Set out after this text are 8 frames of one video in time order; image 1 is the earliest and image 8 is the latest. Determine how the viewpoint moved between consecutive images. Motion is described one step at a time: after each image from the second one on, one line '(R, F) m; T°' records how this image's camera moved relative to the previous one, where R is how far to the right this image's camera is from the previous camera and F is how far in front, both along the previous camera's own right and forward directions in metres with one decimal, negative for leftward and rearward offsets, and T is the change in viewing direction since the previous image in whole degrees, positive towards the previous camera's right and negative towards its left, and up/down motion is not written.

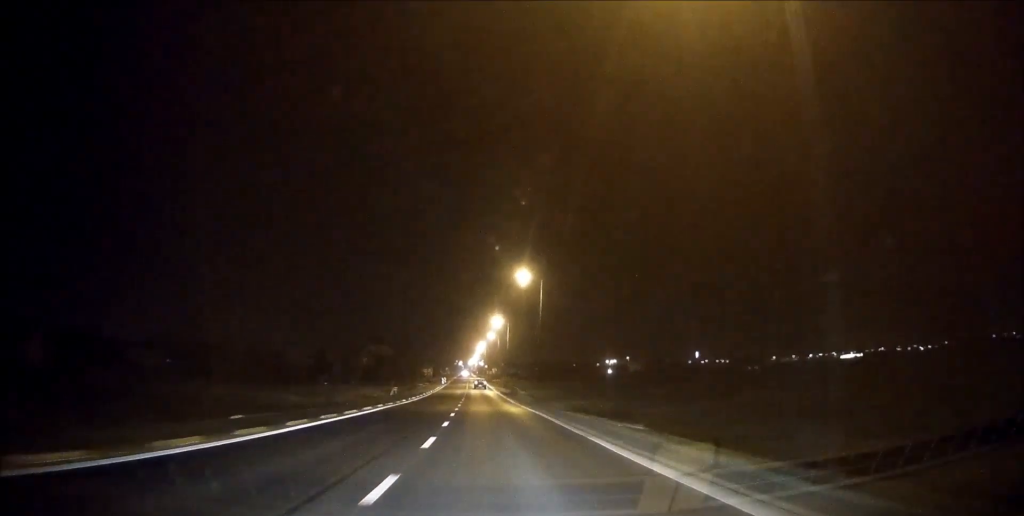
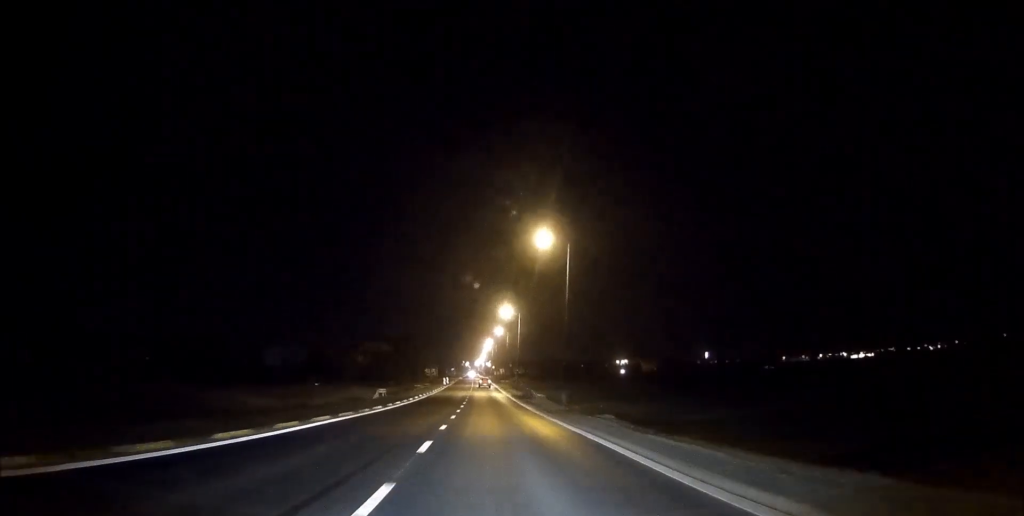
(-0.1, +13.2) m; -1°
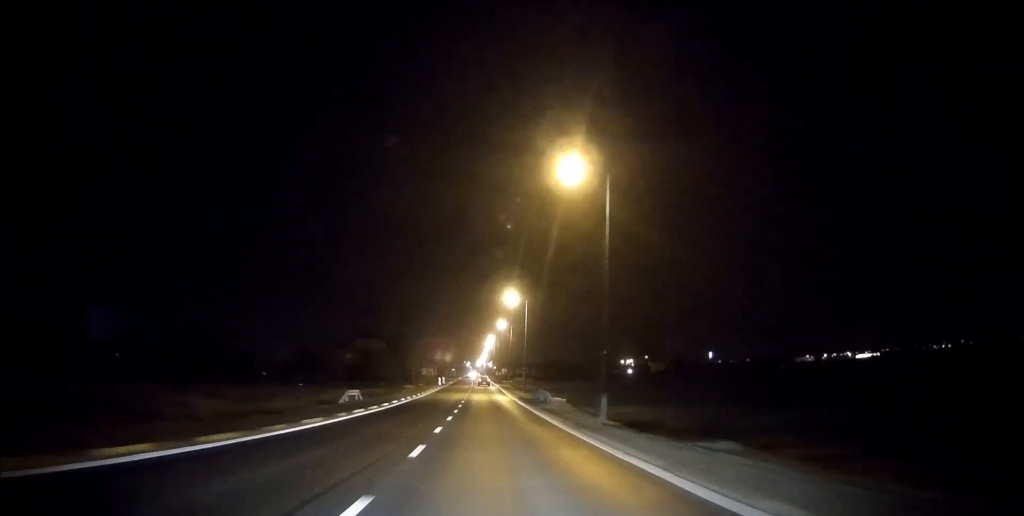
(-0.1, +12.6) m; 0°
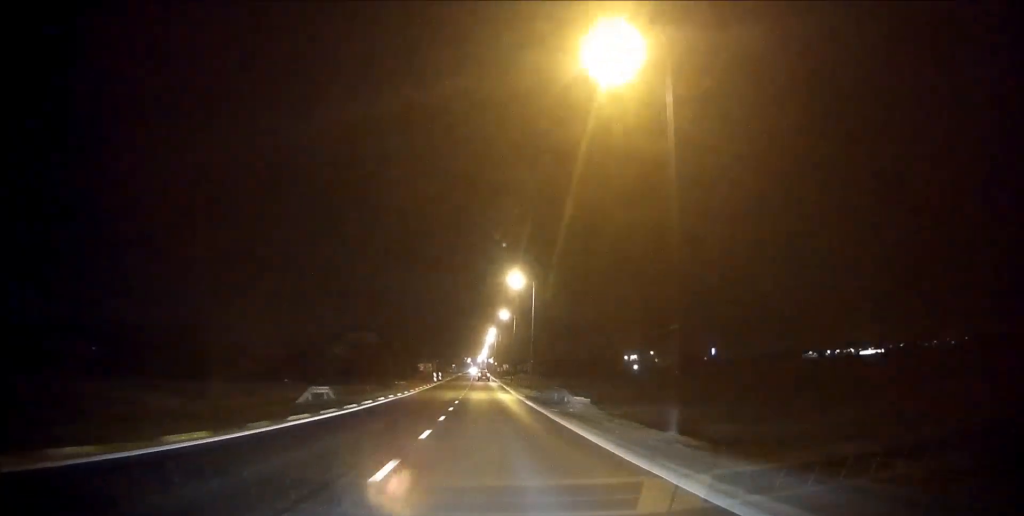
(0.0, +8.6) m; 0°
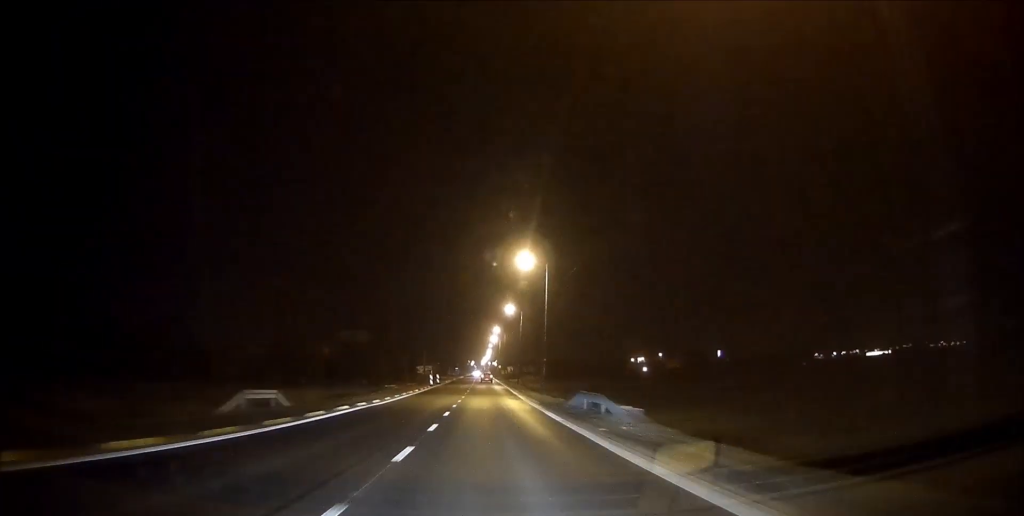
(0.0, +9.9) m; 0°
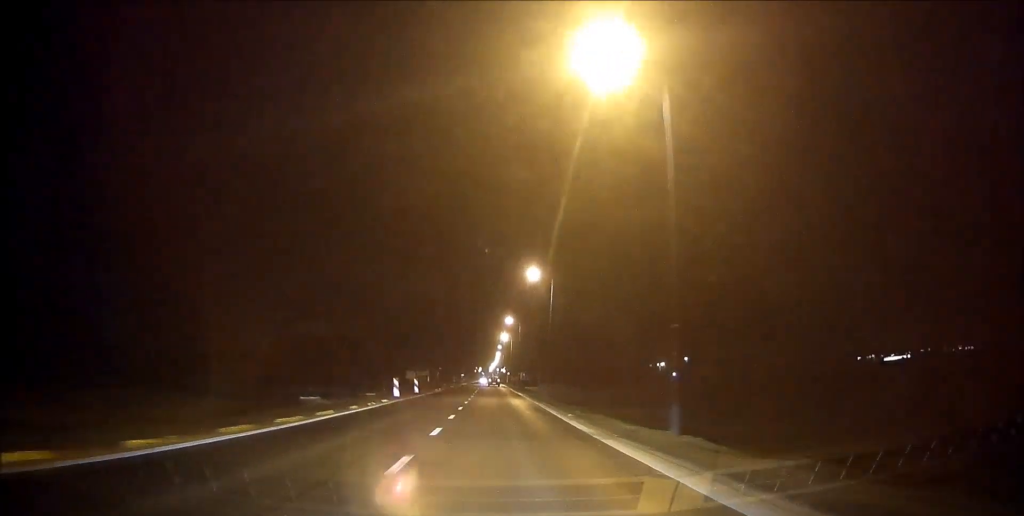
(-0.1, +31.1) m; 0°
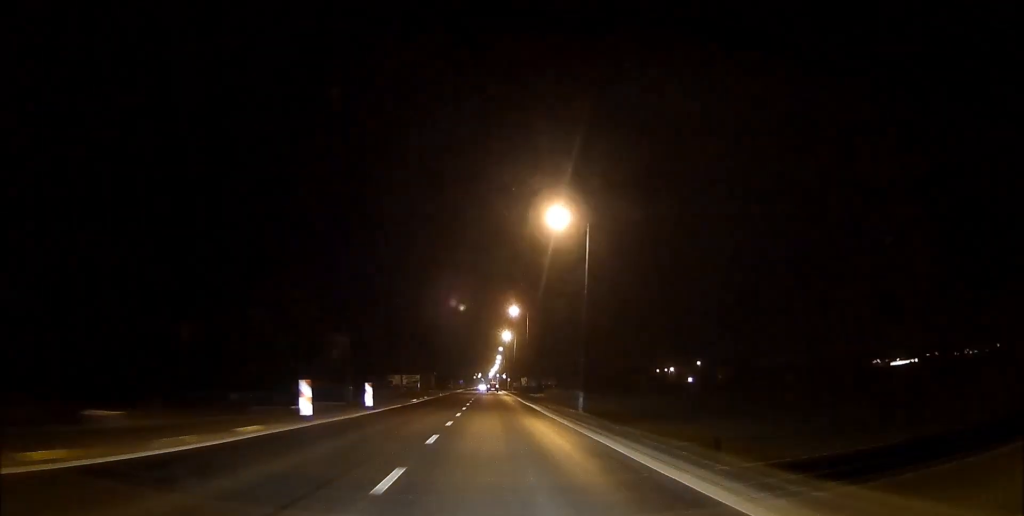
(0.0, +19.1) m; 0°
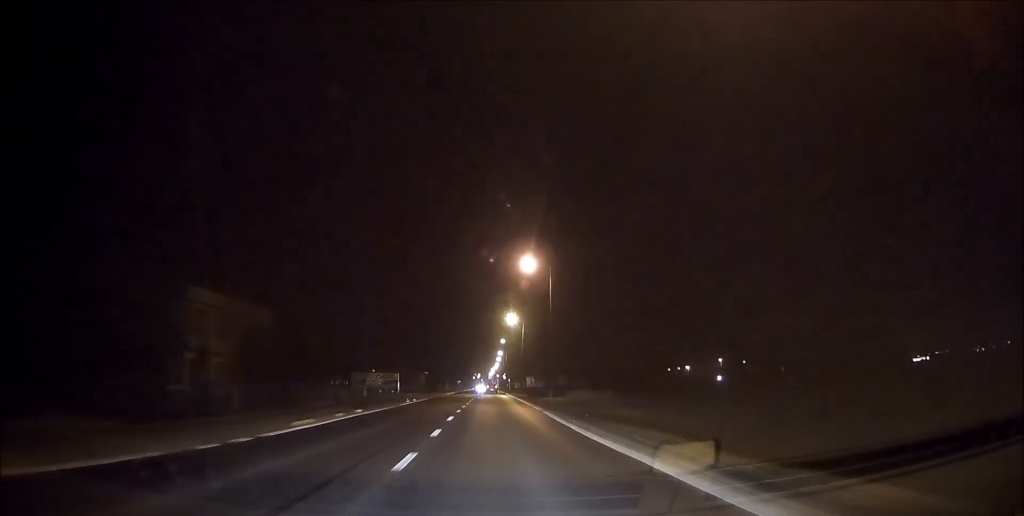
(-0.1, +28.1) m; 0°
